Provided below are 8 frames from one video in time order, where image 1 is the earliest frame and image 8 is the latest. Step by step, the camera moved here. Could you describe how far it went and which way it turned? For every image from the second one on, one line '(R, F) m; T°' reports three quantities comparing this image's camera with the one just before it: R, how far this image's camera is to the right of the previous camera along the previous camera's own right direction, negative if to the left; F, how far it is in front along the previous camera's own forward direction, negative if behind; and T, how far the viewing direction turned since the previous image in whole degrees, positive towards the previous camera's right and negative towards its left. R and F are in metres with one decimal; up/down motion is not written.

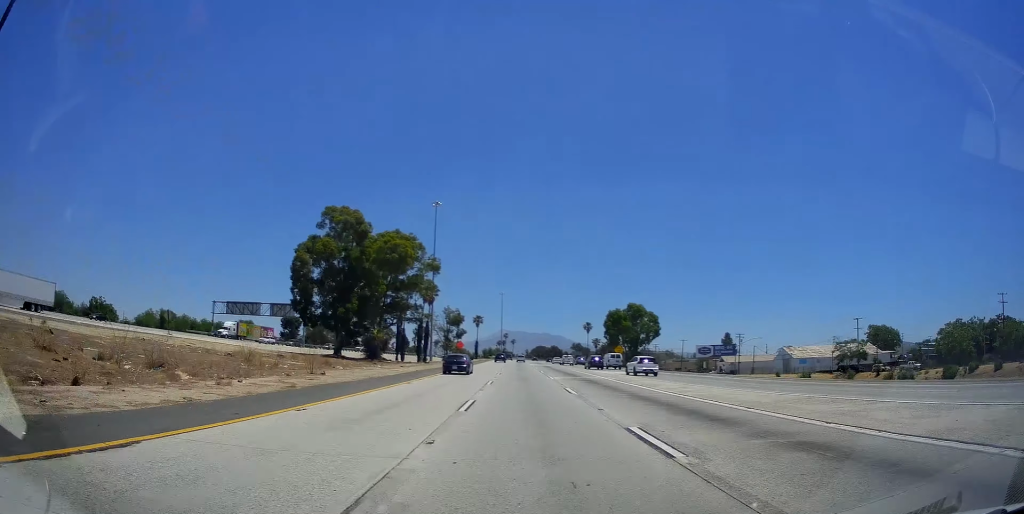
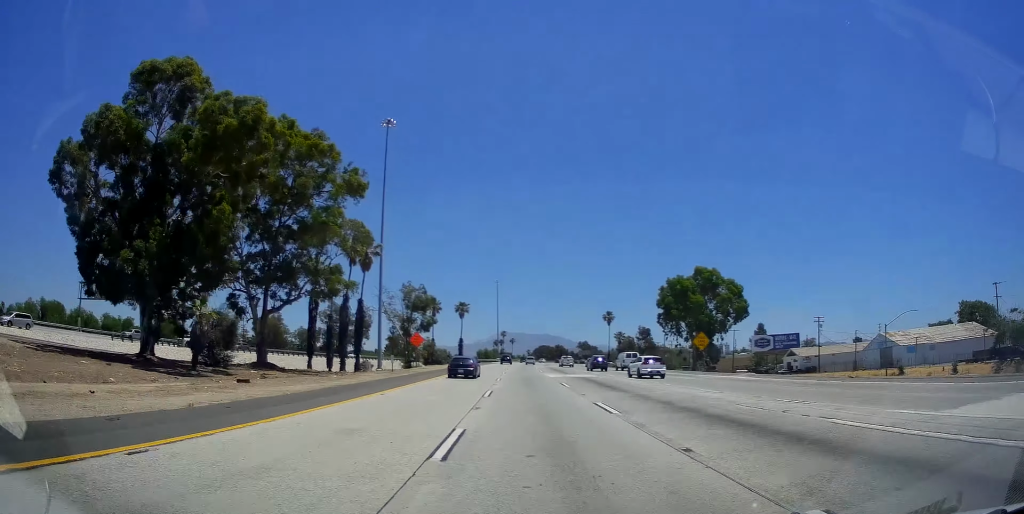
(+0.1, +53.2) m; 0°
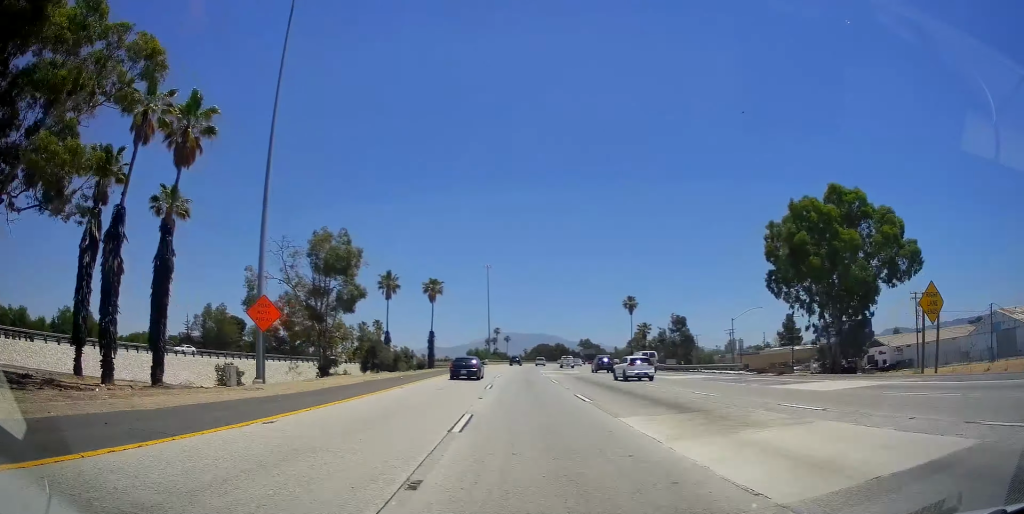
(0.0, +38.4) m; 0°
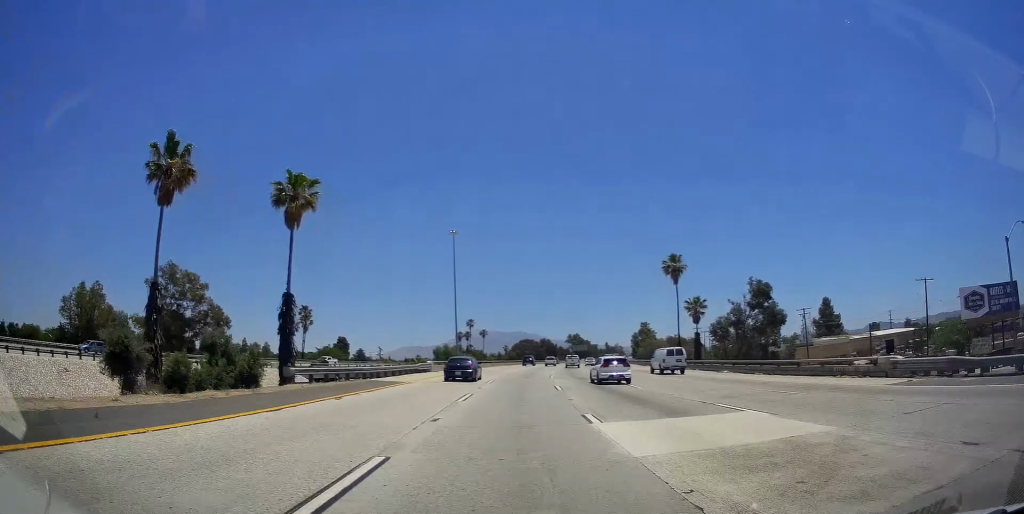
(+0.4, +50.0) m; +1°
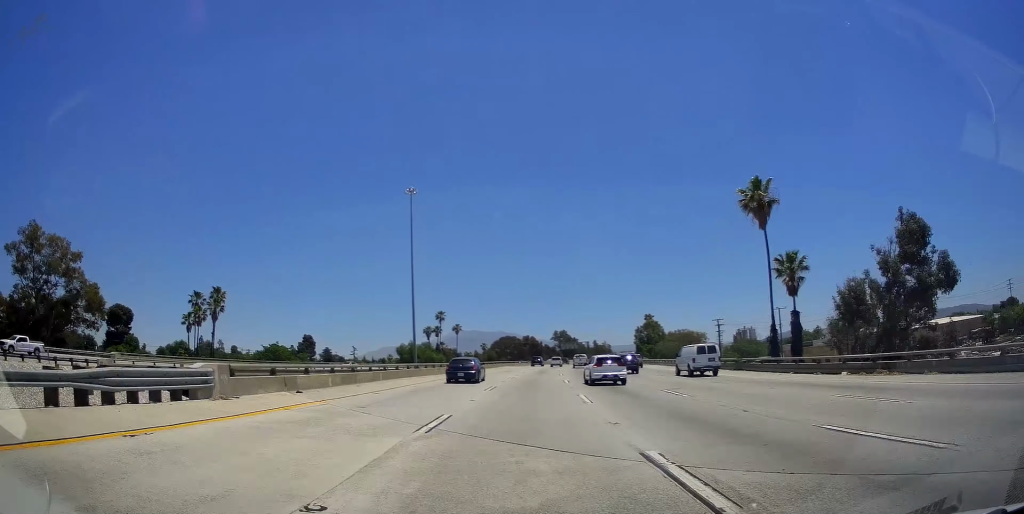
(+0.4, +37.1) m; +2°
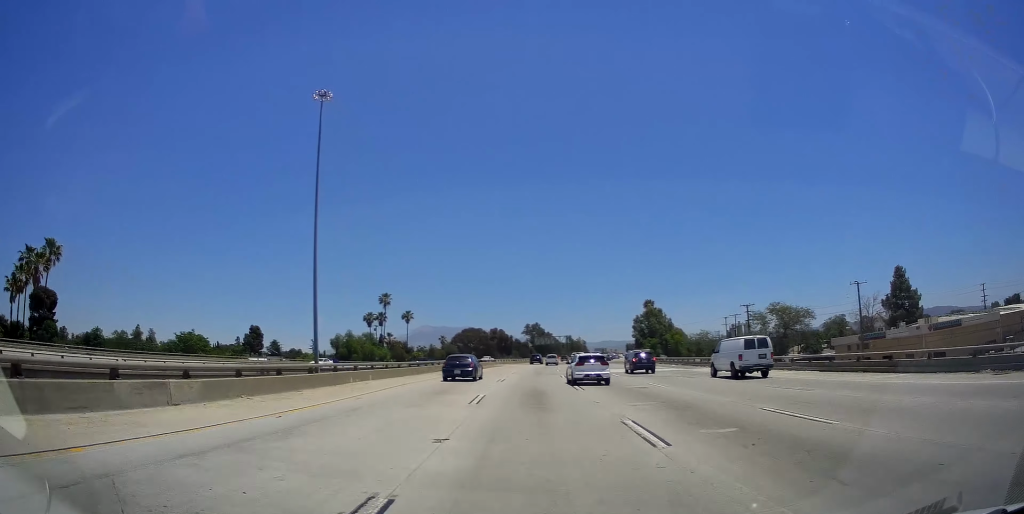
(+0.8, +40.3) m; +3°
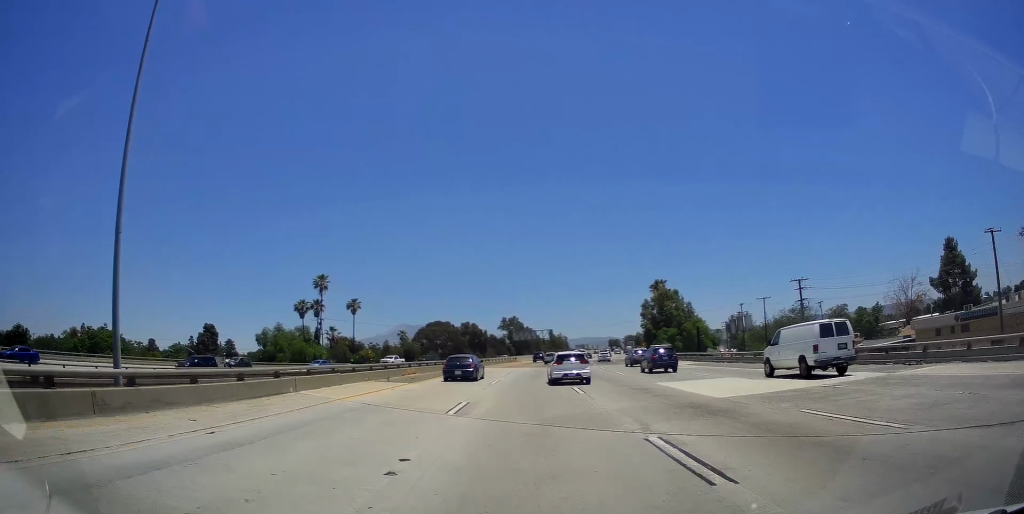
(+0.8, +31.8) m; +3°
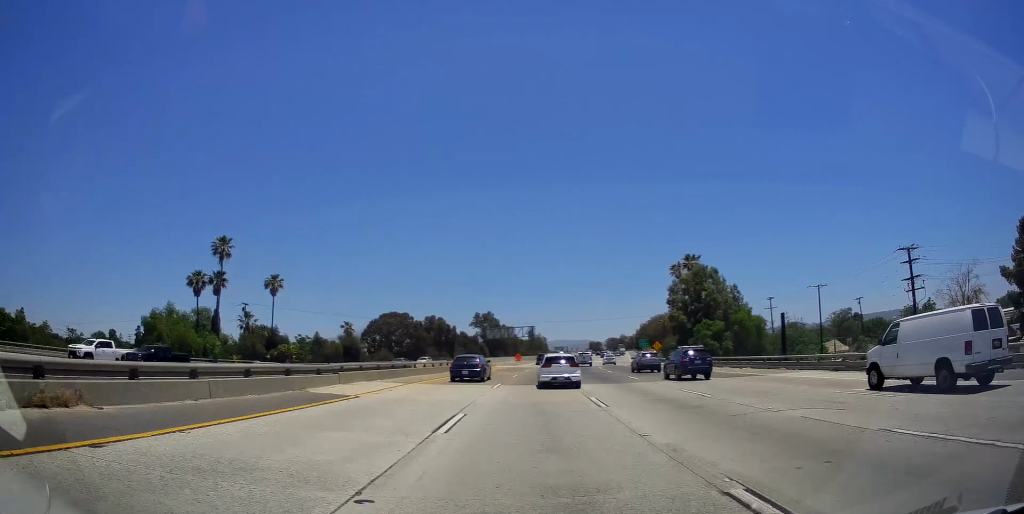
(+0.7, +31.4) m; +2°
